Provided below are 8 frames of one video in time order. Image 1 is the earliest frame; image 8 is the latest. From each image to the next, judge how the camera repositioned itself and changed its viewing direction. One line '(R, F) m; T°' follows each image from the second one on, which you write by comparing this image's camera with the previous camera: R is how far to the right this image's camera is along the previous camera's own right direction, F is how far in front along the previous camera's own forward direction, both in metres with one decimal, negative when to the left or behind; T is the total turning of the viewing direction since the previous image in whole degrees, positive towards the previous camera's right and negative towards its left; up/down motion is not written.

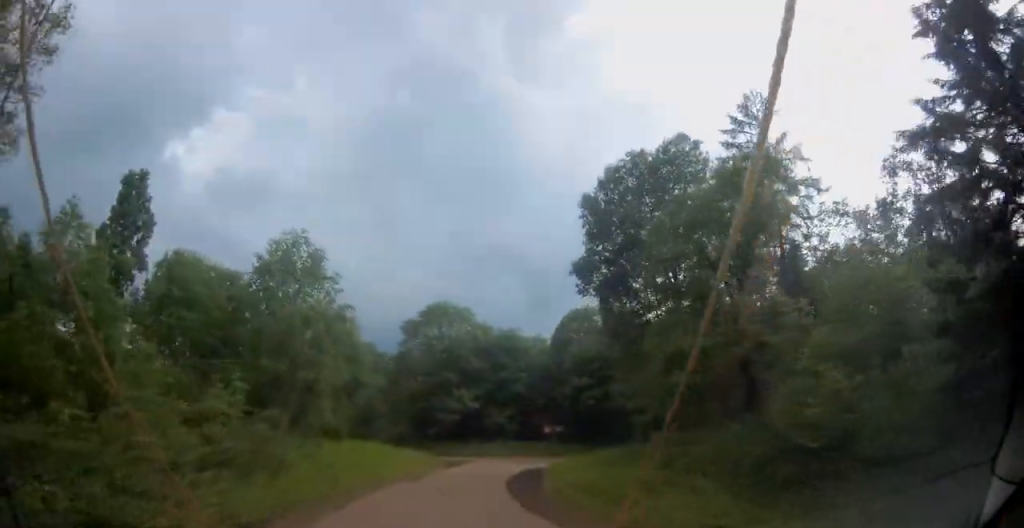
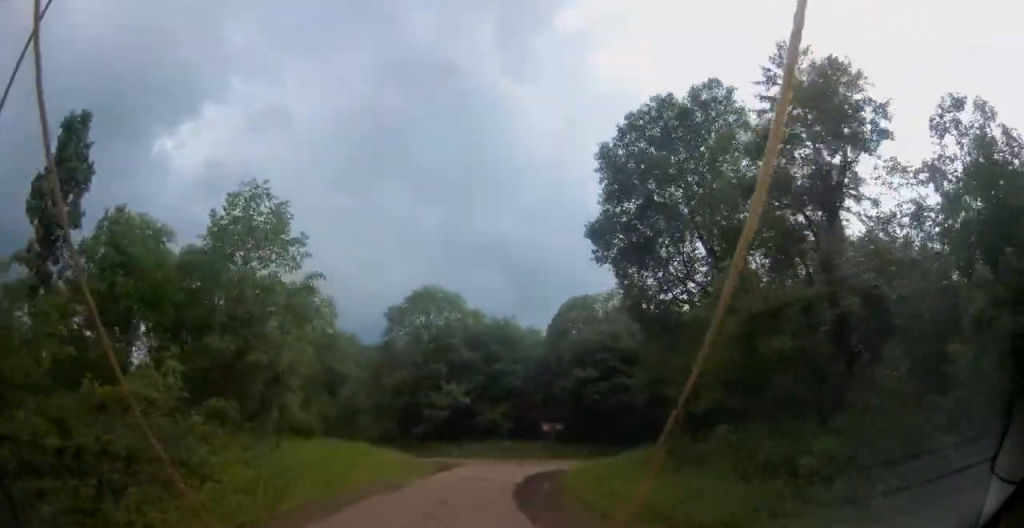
(+0.1, +5.8) m; +1°
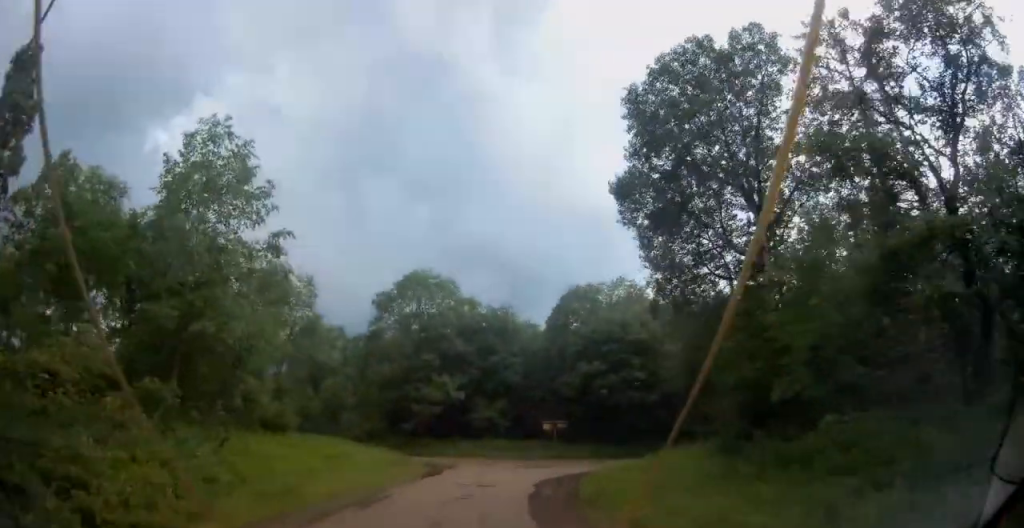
(0.0, +5.0) m; 0°
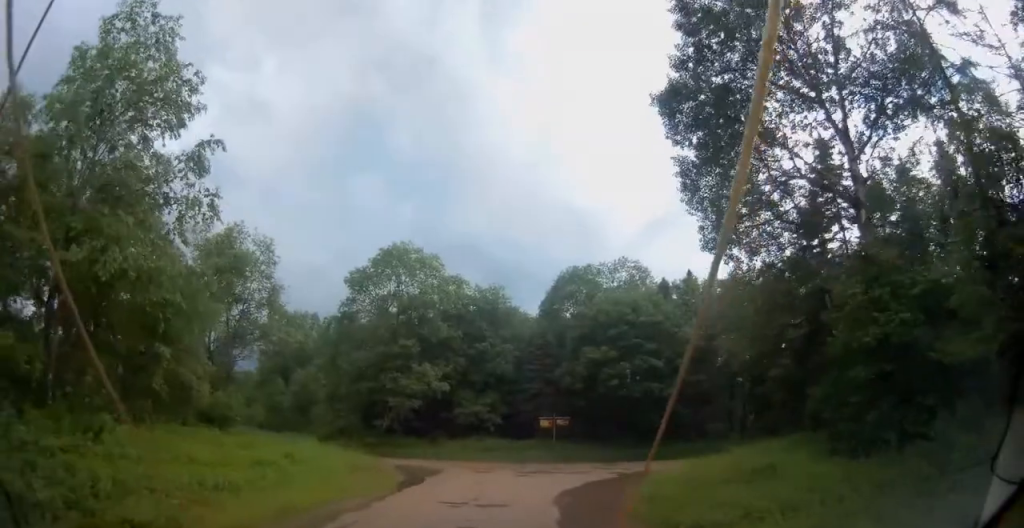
(0.0, +6.9) m; +2°
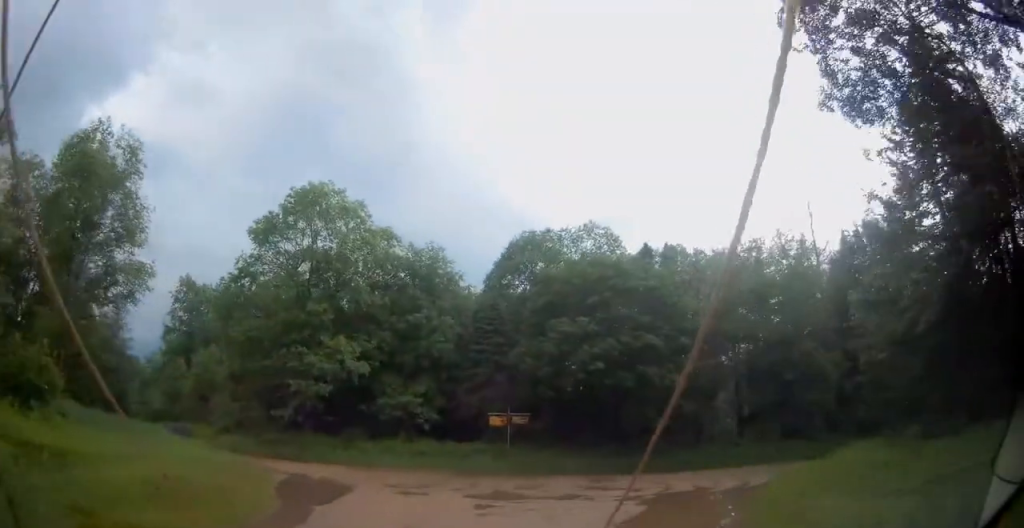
(+0.5, +11.2) m; +7°
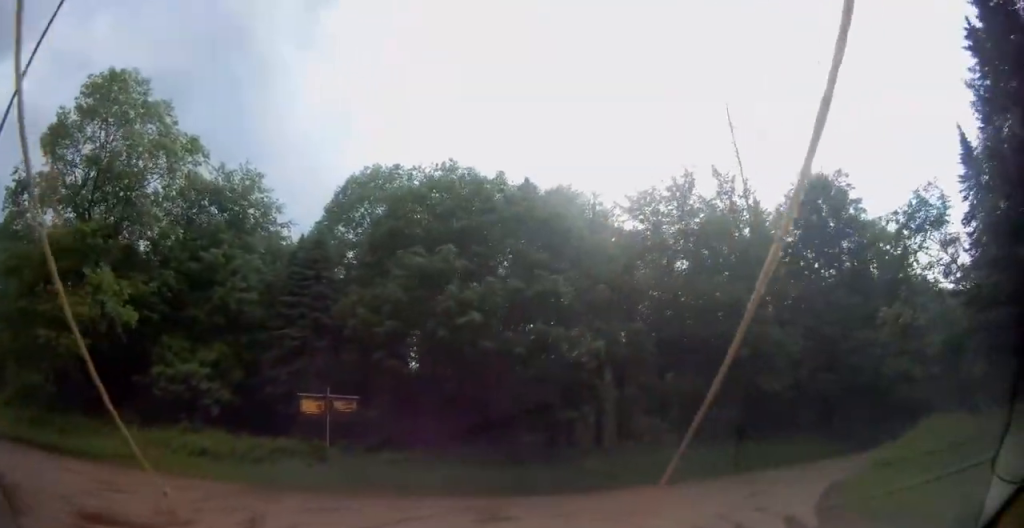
(+1.3, +12.8) m; +12°
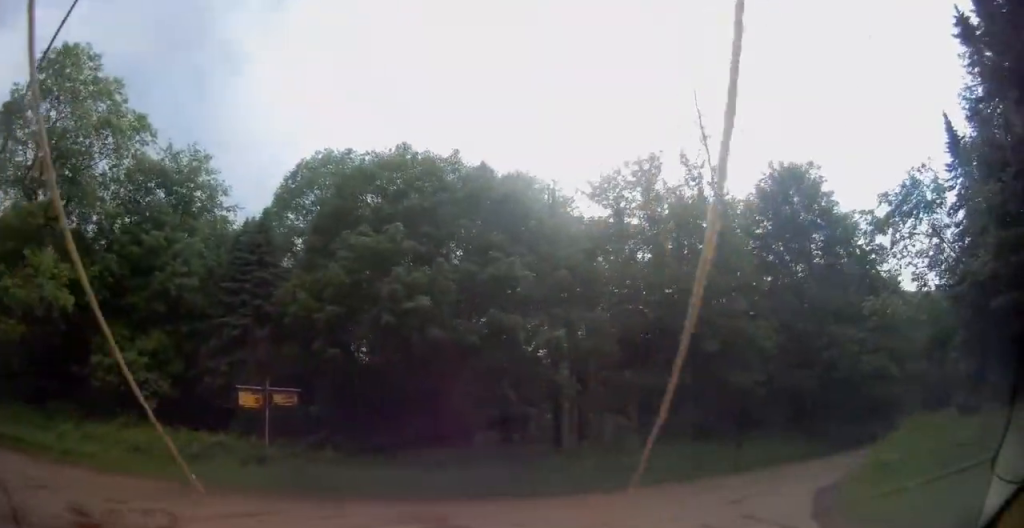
(+0.2, +1.9) m; +6°
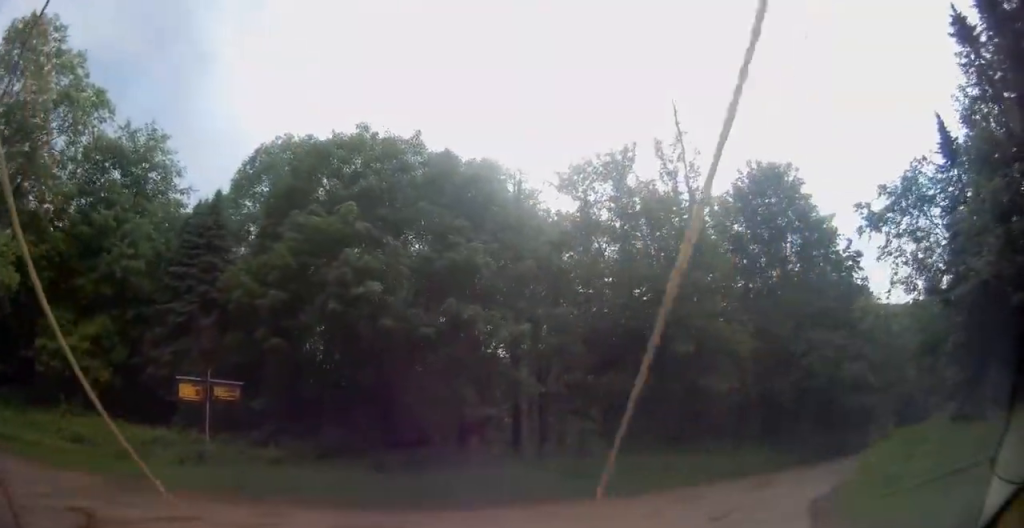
(-0.1, +2.1) m; +7°
